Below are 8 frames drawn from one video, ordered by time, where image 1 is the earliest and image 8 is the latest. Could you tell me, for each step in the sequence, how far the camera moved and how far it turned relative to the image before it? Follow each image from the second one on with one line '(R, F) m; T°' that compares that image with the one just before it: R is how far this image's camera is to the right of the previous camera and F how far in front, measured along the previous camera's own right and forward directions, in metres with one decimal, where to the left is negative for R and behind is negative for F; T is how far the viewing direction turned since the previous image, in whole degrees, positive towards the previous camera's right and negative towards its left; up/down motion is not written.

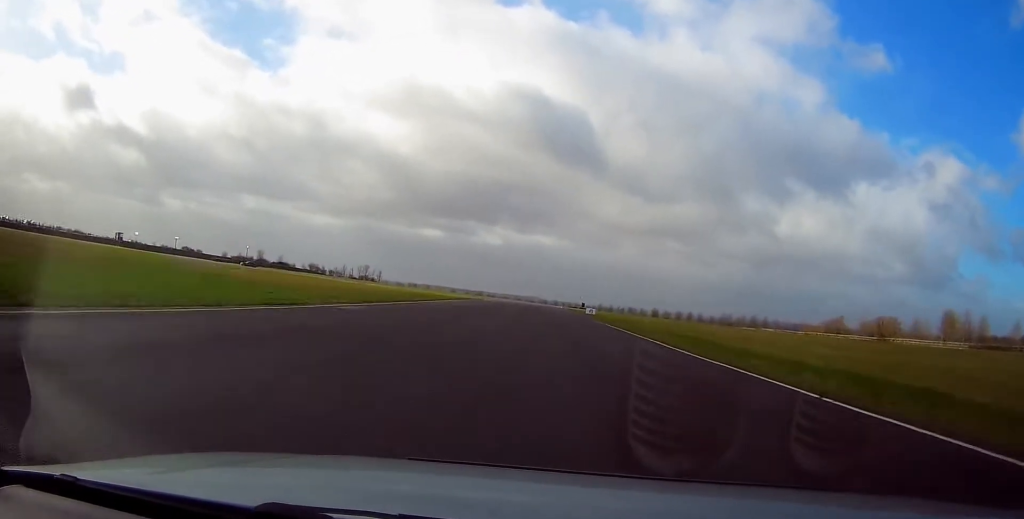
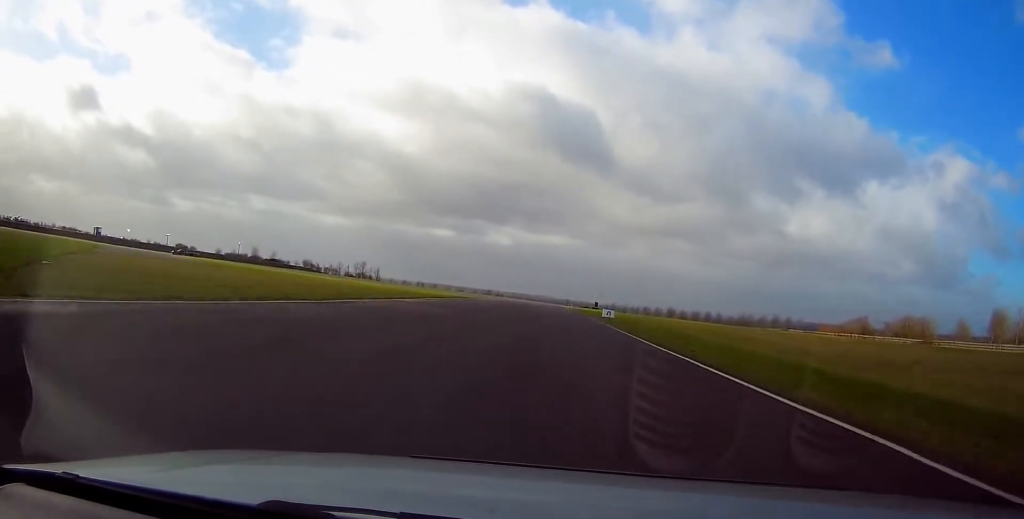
(0.0, +16.2) m; -1°
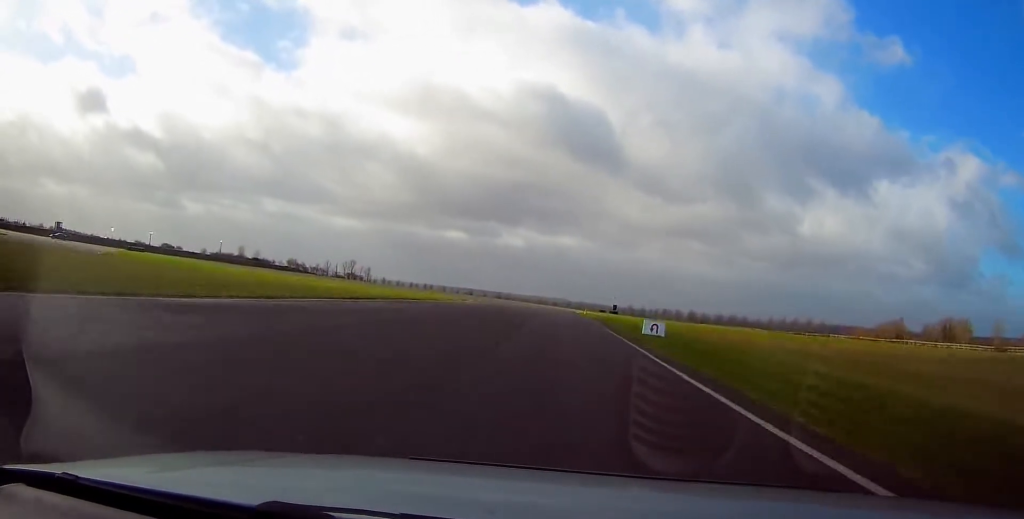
(-0.3, +23.2) m; -2°
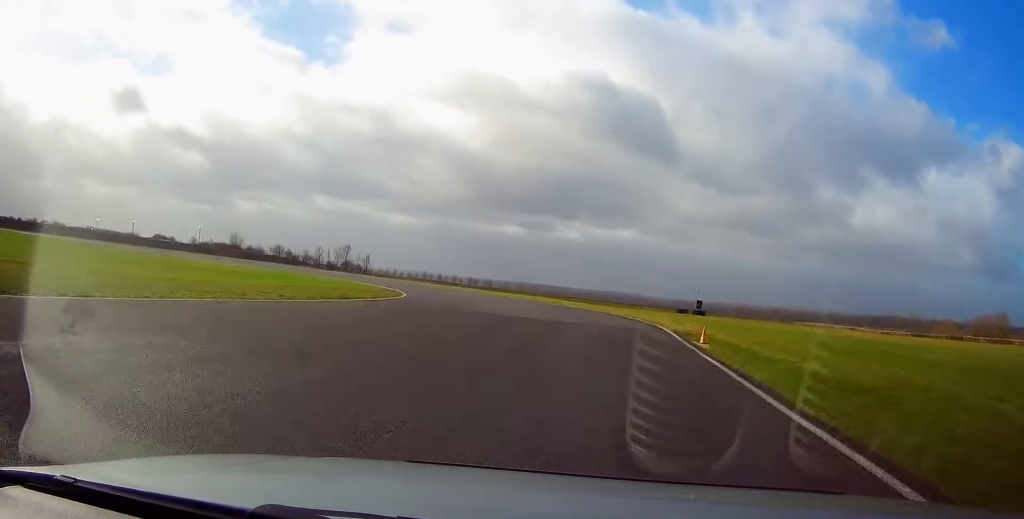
(-1.4, +45.3) m; -6°
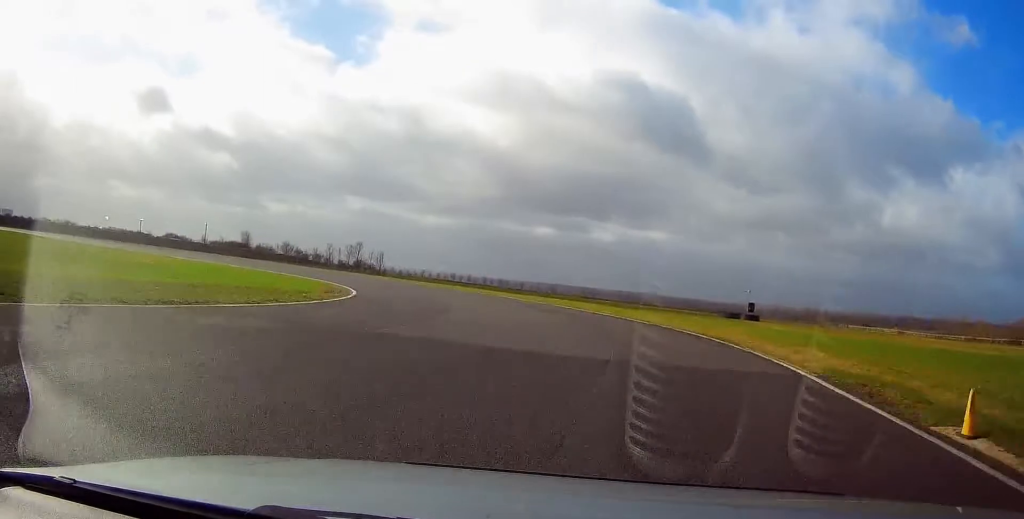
(-0.8, +12.3) m; -6°
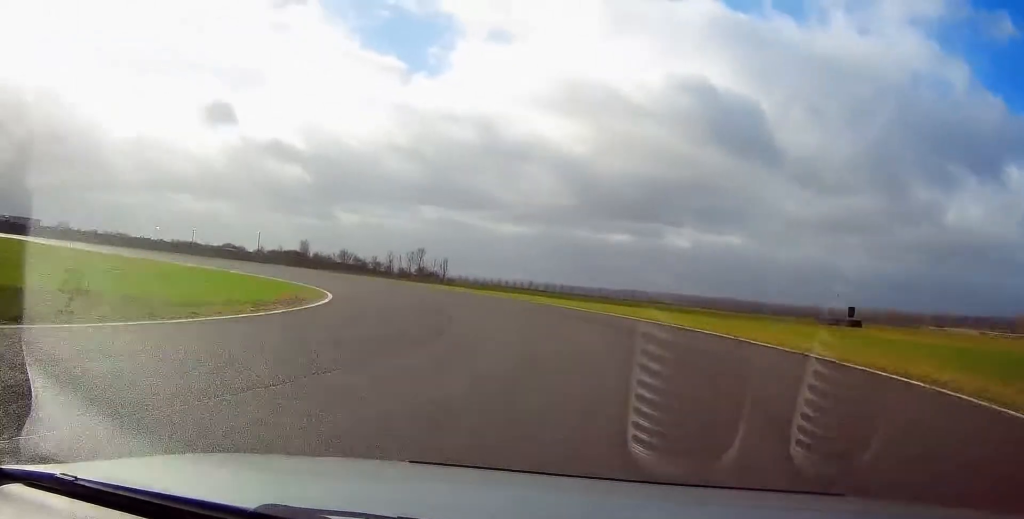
(+0.3, +11.1) m; -6°
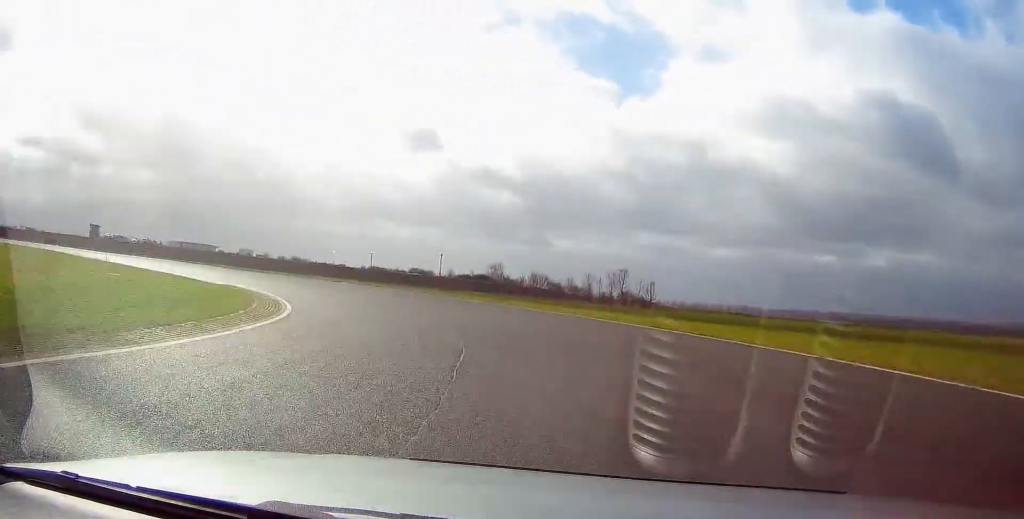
(-3.4, +19.6) m; -20°
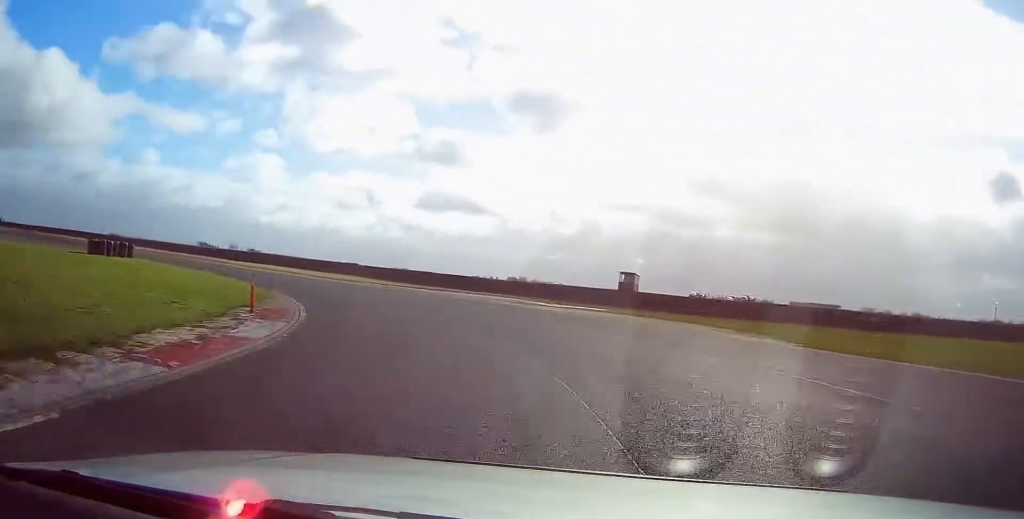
(-17.1, +34.2) m; -56°
